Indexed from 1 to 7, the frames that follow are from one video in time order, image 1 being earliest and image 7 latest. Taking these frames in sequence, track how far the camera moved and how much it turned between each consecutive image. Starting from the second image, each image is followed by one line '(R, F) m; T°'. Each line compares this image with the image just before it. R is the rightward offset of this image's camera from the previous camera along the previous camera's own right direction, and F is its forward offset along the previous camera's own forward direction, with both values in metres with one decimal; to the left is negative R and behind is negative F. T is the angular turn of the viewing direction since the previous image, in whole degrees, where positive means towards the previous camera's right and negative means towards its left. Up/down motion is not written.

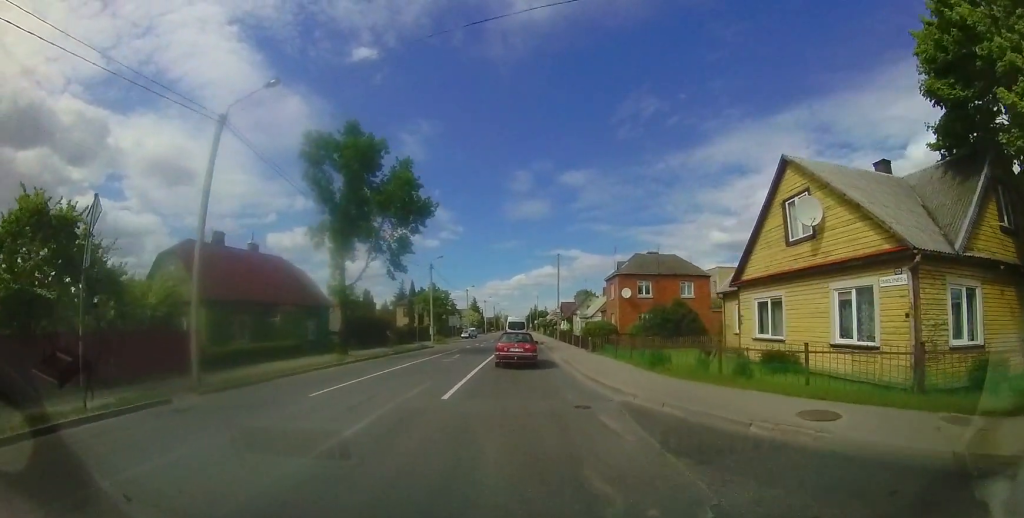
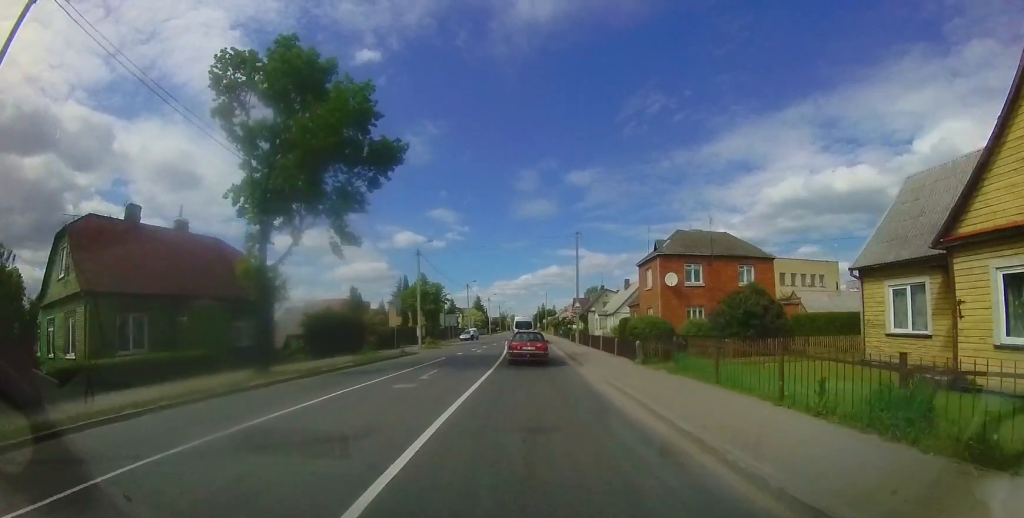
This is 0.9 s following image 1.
(+0.1, +7.3) m; 0°
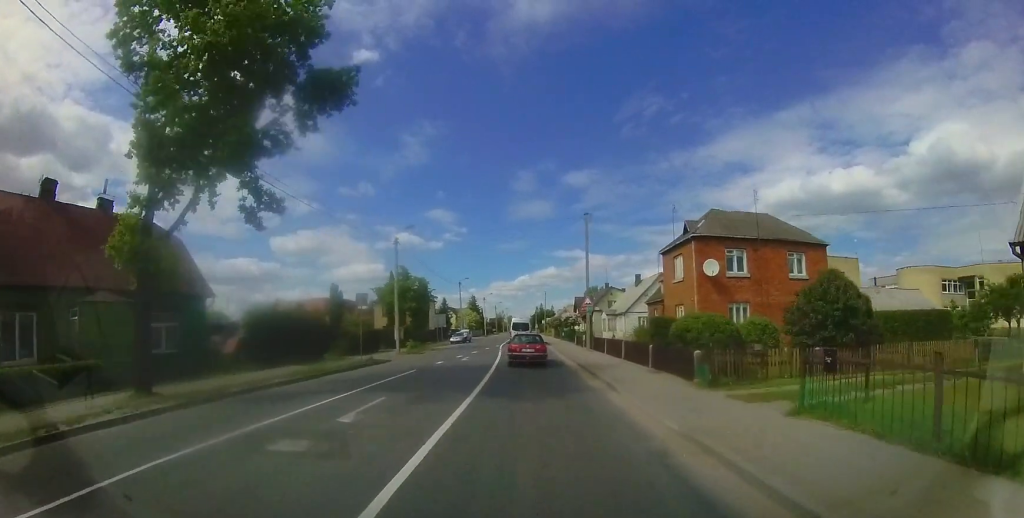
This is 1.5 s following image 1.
(+0.1, +4.9) m; -1°
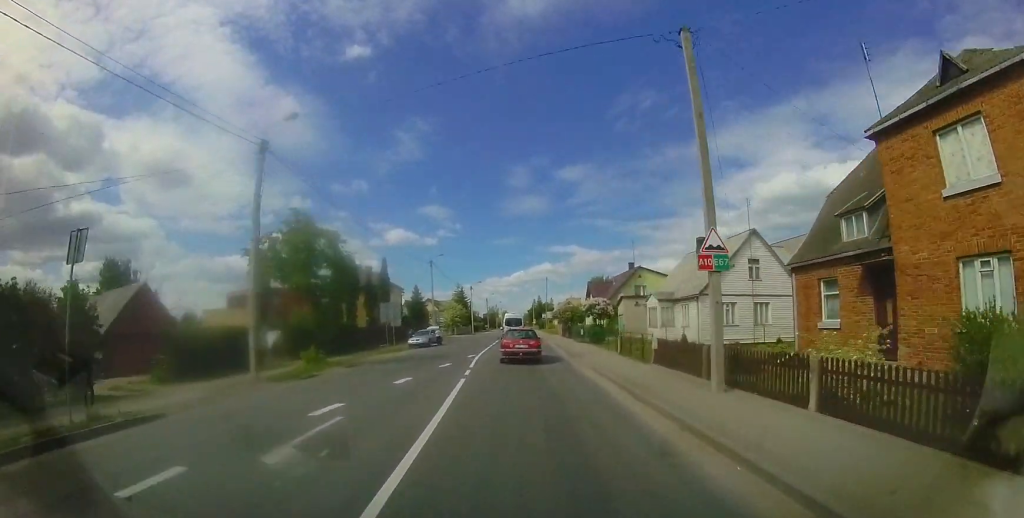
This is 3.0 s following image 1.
(-0.2, +13.9) m; -1°
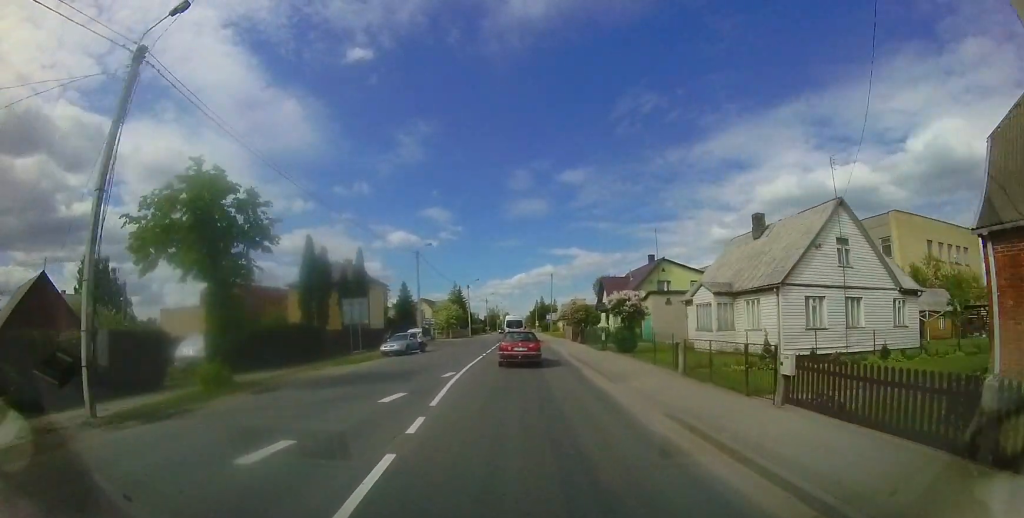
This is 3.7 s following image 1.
(0.0, +5.9) m; 0°
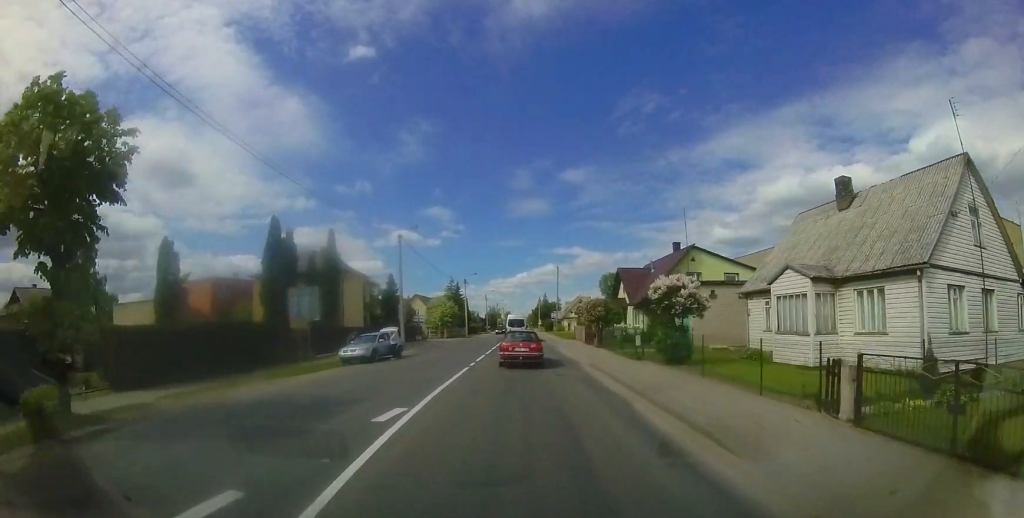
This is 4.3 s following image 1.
(-0.2, +5.5) m; 0°
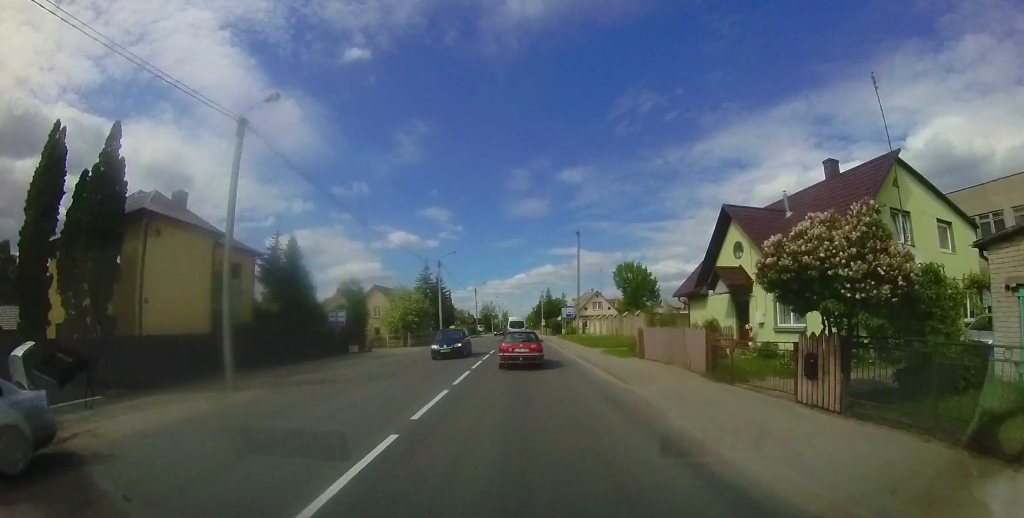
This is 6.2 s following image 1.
(-0.4, +16.6) m; -2°
